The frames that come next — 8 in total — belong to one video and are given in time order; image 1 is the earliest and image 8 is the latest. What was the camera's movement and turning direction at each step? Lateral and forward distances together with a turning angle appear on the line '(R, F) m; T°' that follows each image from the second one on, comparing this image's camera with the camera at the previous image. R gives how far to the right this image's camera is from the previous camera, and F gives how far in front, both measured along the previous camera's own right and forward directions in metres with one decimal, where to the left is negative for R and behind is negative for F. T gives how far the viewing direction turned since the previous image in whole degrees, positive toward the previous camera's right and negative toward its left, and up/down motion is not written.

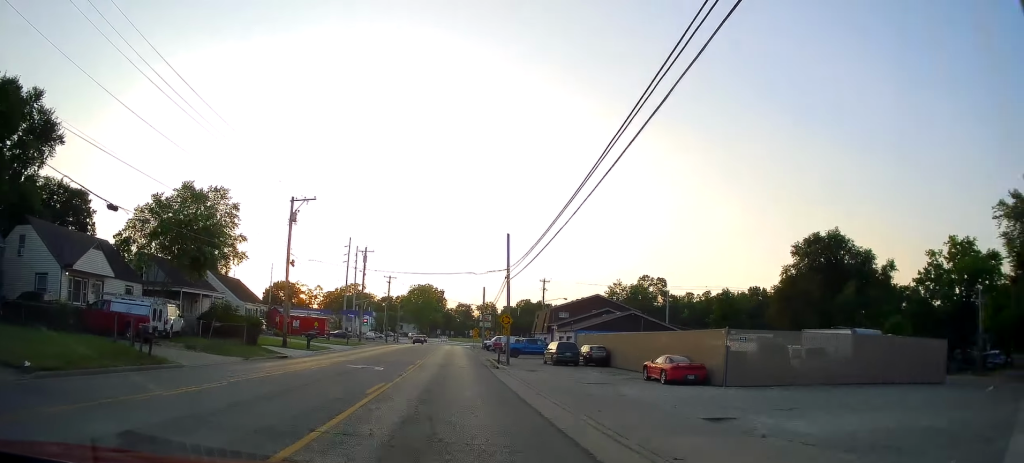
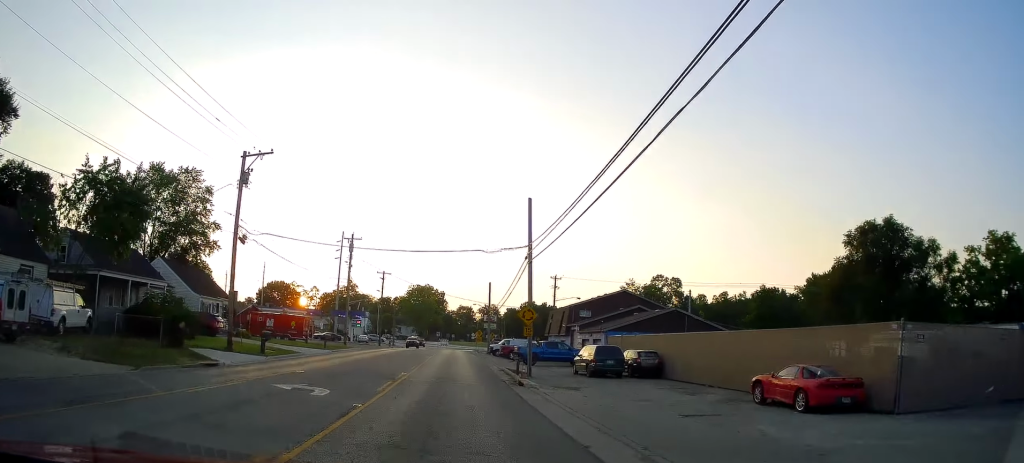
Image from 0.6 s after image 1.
(-0.2, +10.7) m; -1°
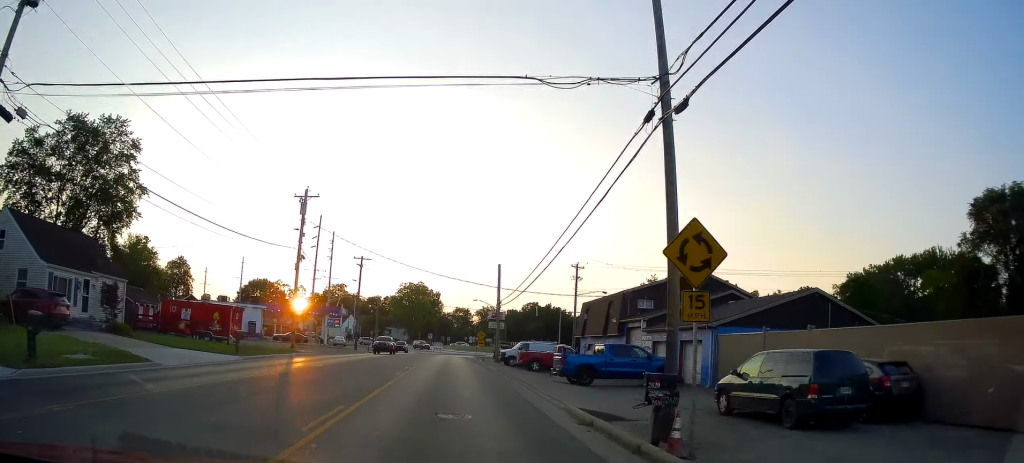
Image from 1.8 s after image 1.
(-0.2, +19.2) m; 0°
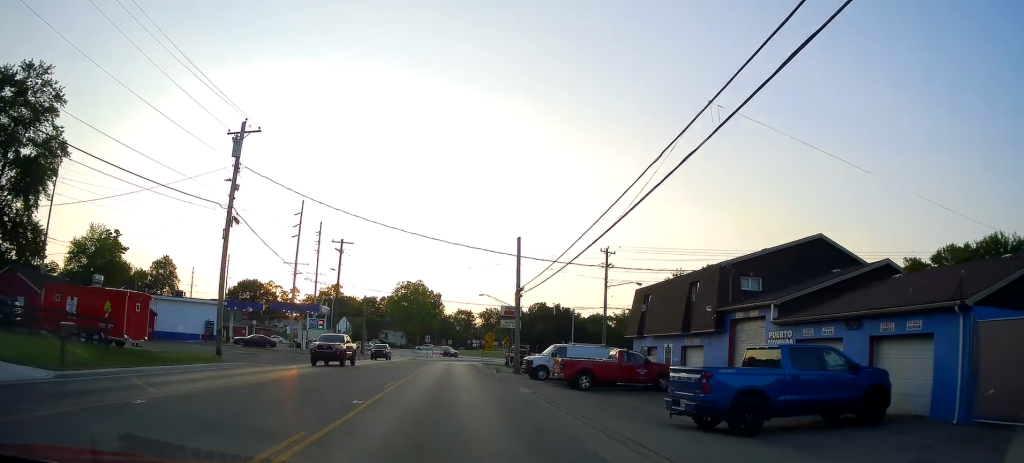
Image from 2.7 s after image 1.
(0.0, +14.0) m; +1°
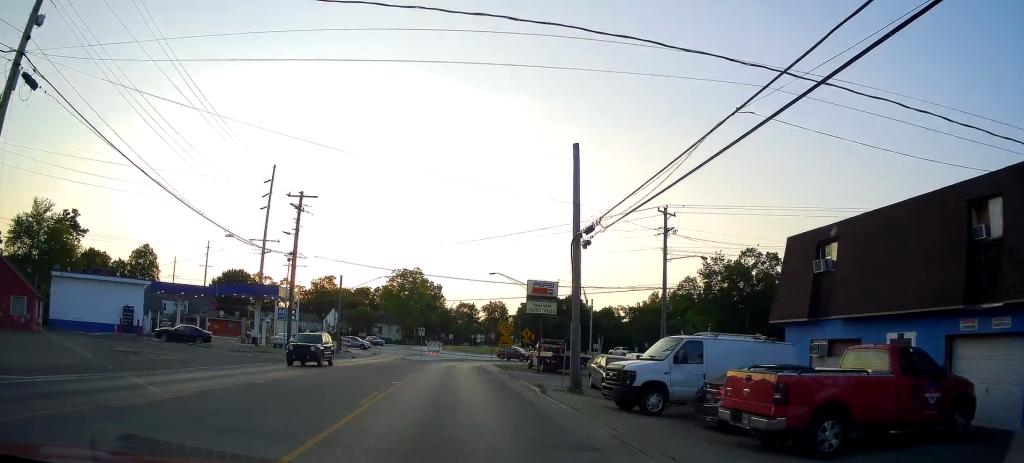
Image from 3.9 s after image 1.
(+0.1, +16.8) m; 0°
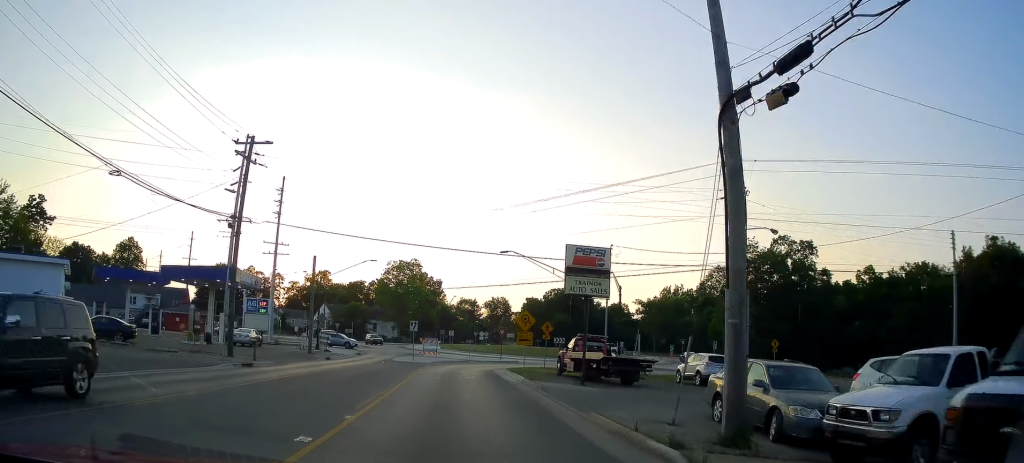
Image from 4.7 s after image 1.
(0.0, +11.1) m; -1°
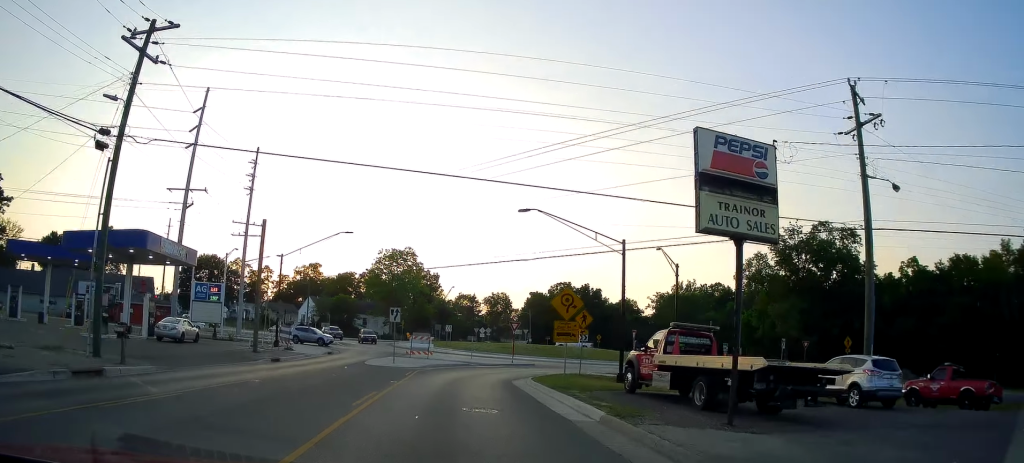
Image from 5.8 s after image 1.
(-0.2, +11.7) m; -1°
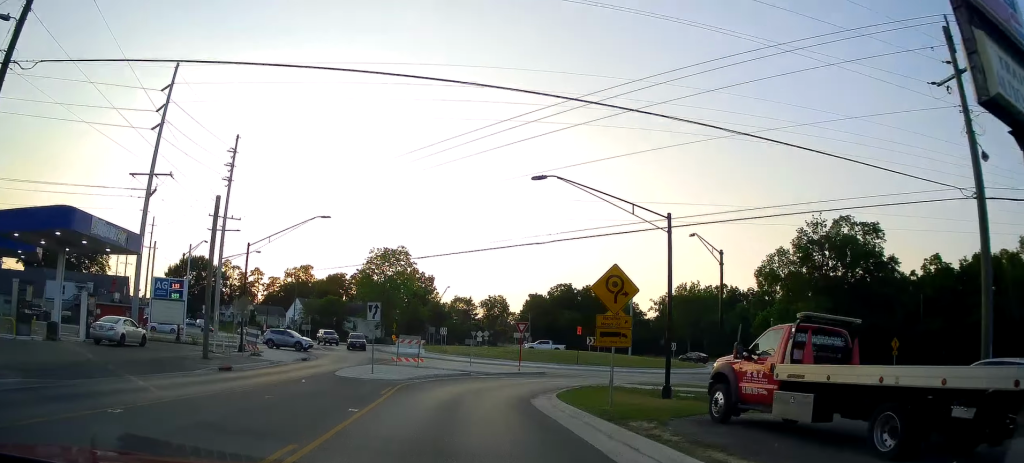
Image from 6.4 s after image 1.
(0.0, +6.0) m; +1°
